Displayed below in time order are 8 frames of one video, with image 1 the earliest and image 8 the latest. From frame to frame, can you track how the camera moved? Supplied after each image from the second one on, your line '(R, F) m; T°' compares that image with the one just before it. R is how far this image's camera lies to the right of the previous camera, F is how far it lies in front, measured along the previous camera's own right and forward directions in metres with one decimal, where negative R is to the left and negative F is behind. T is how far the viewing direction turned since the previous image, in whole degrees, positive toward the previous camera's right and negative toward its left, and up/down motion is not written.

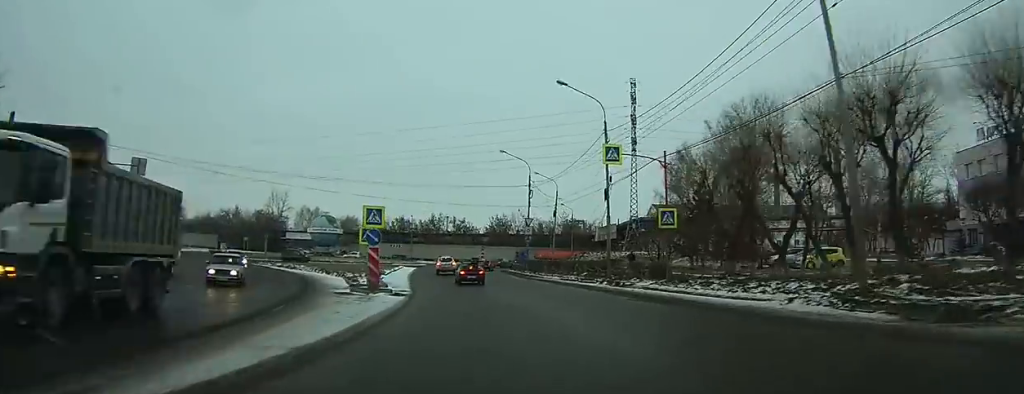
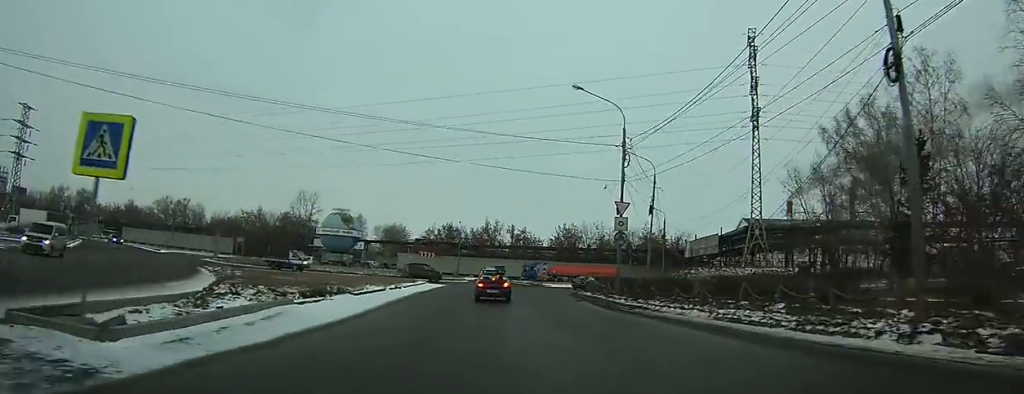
(-1.5, +23.3) m; -6°
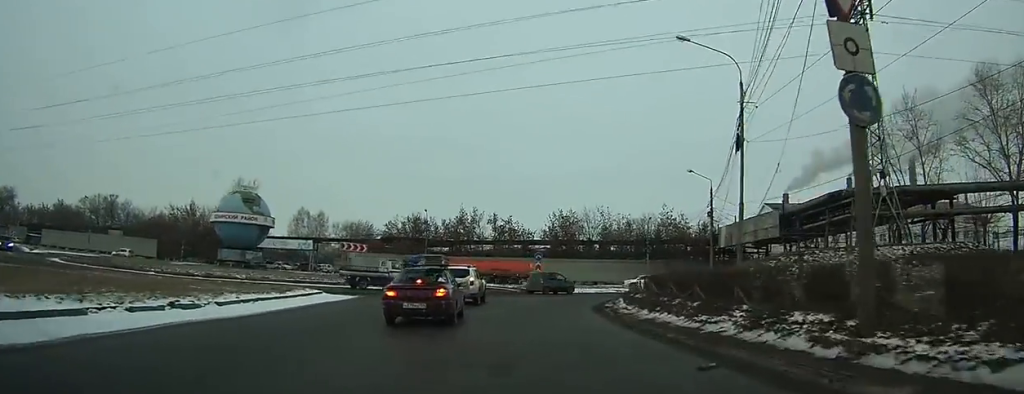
(-0.1, +22.9) m; -1°
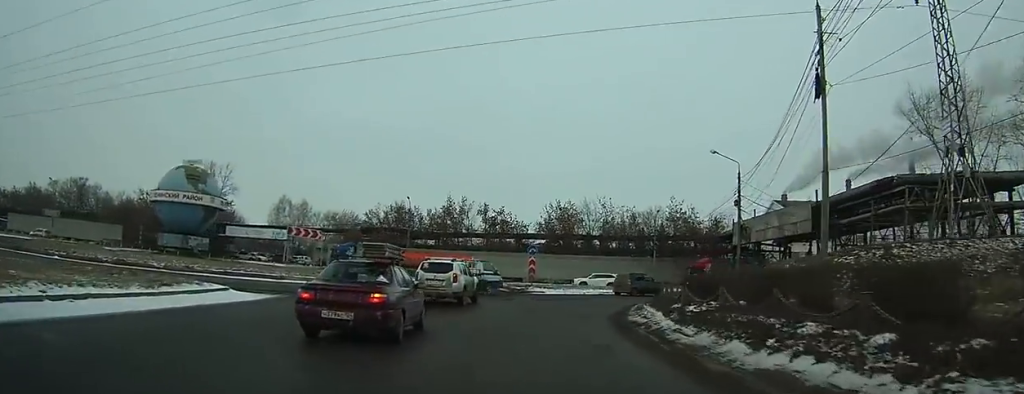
(-0.1, +8.4) m; -1°
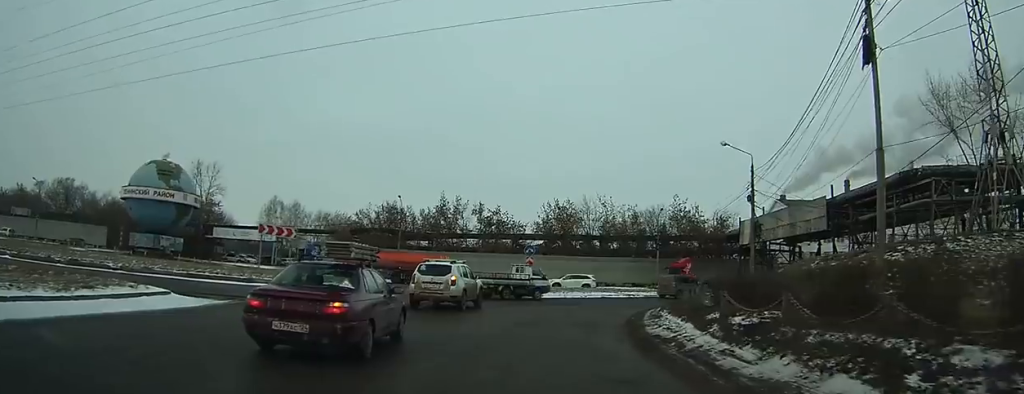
(-0.1, +3.1) m; +1°
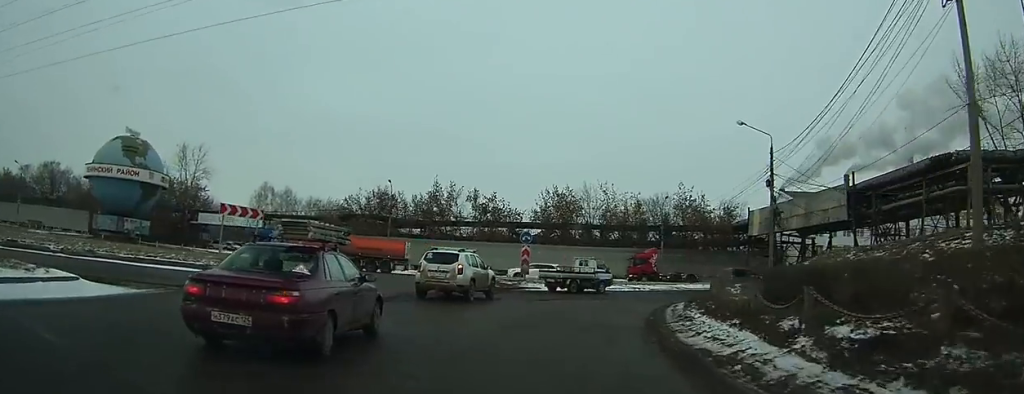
(-0.1, +3.9) m; +1°
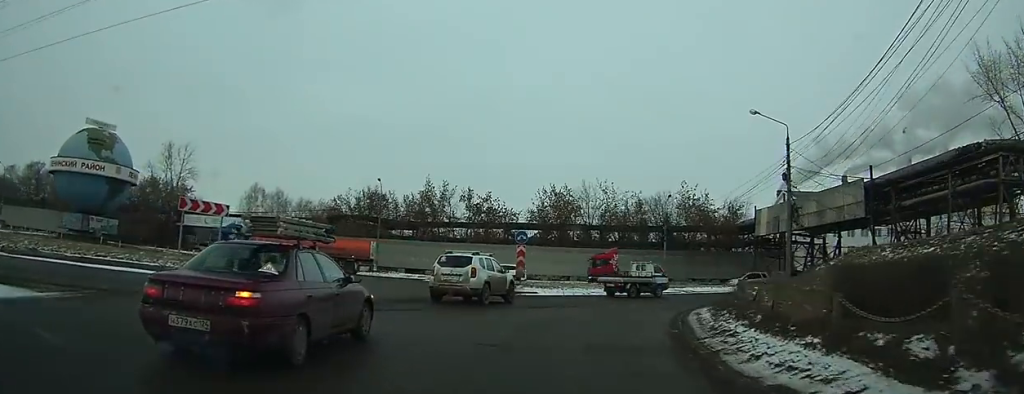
(+0.1, +2.8) m; +1°
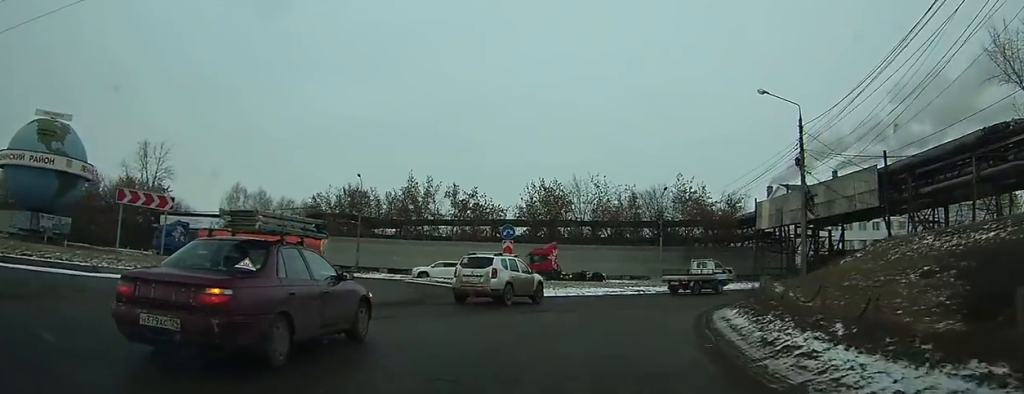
(+0.2, +3.2) m; +1°
